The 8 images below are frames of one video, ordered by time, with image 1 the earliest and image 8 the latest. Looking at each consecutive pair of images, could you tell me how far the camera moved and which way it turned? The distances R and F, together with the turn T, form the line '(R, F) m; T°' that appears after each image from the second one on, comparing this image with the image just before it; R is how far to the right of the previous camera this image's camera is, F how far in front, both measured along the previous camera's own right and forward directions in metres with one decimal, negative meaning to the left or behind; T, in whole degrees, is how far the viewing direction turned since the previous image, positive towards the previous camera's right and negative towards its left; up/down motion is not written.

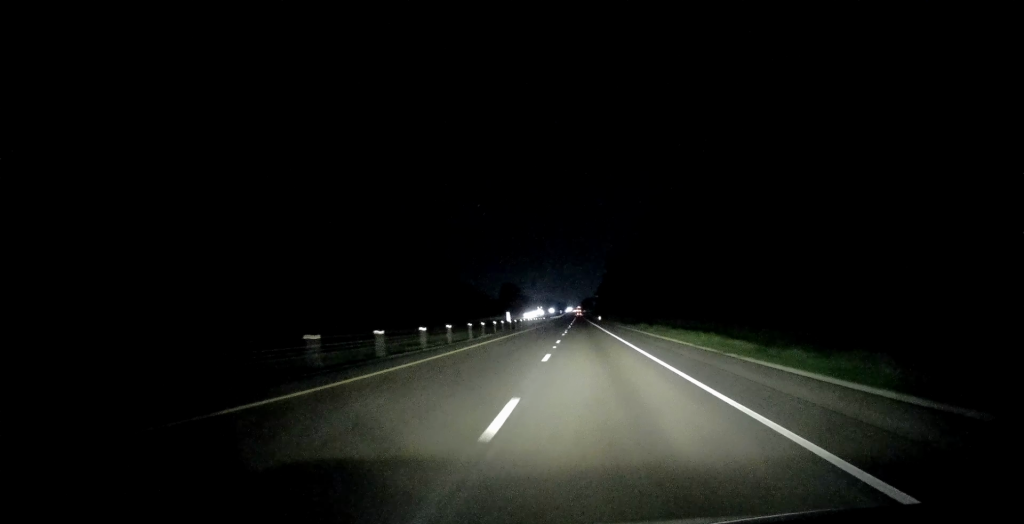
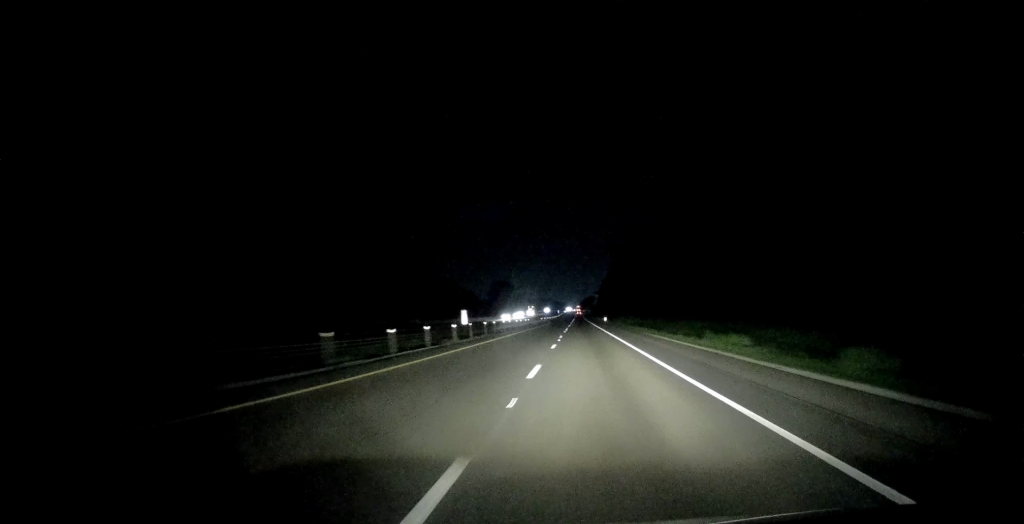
(-0.2, +34.0) m; 0°
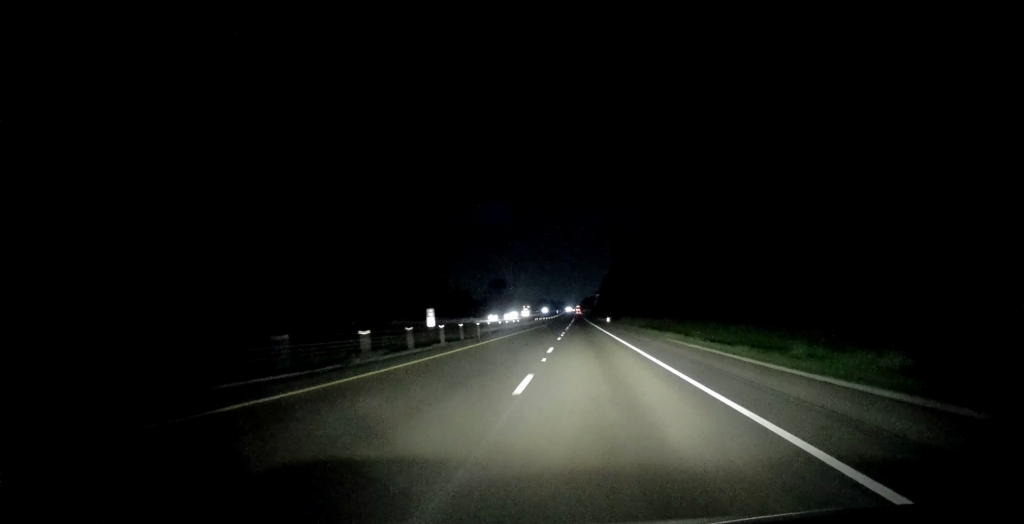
(0.0, +12.2) m; 0°
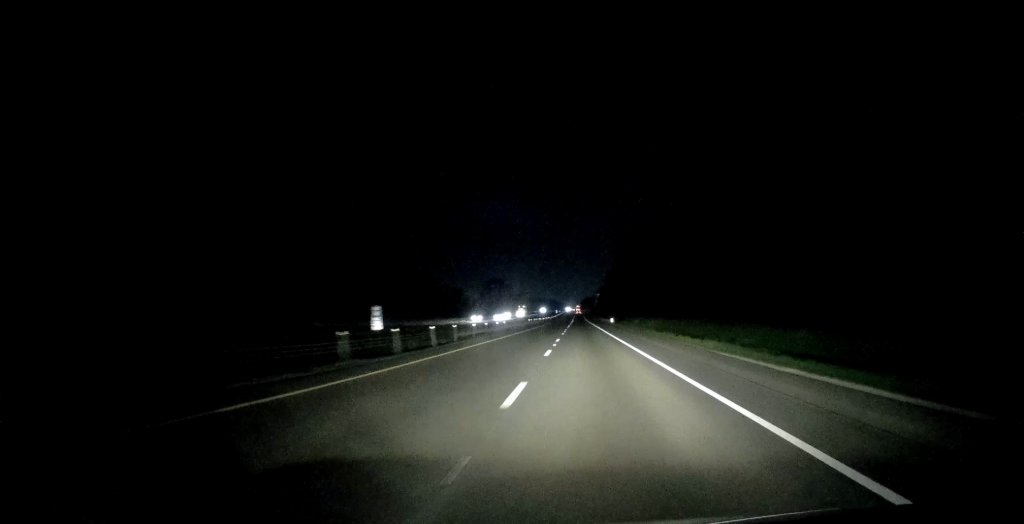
(0.0, +39.5) m; +1°
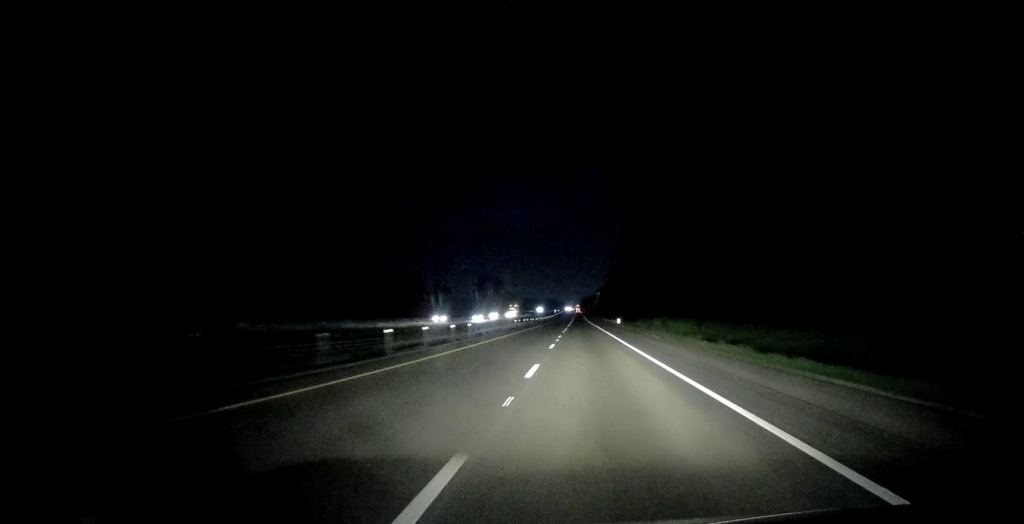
(+0.2, +17.8) m; 0°
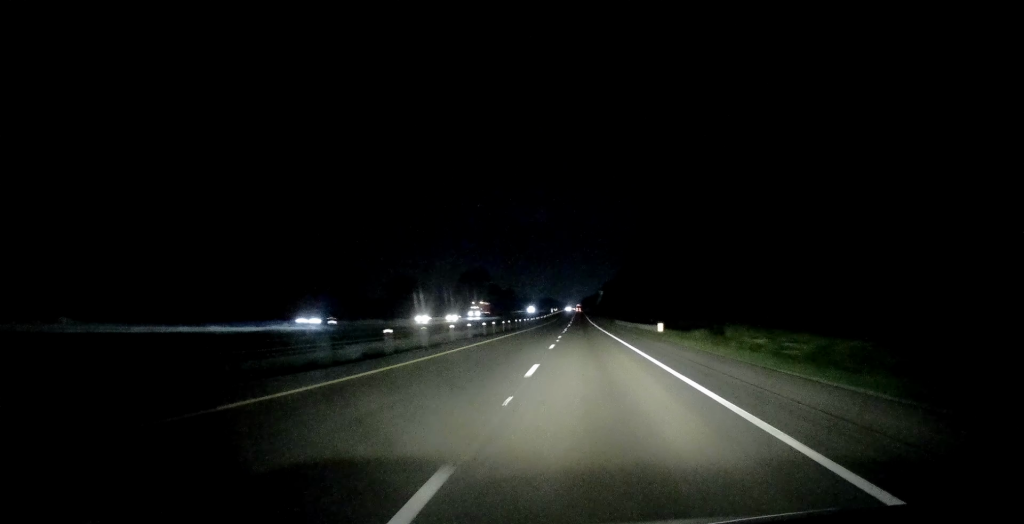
(-0.5, +45.8) m; -1°
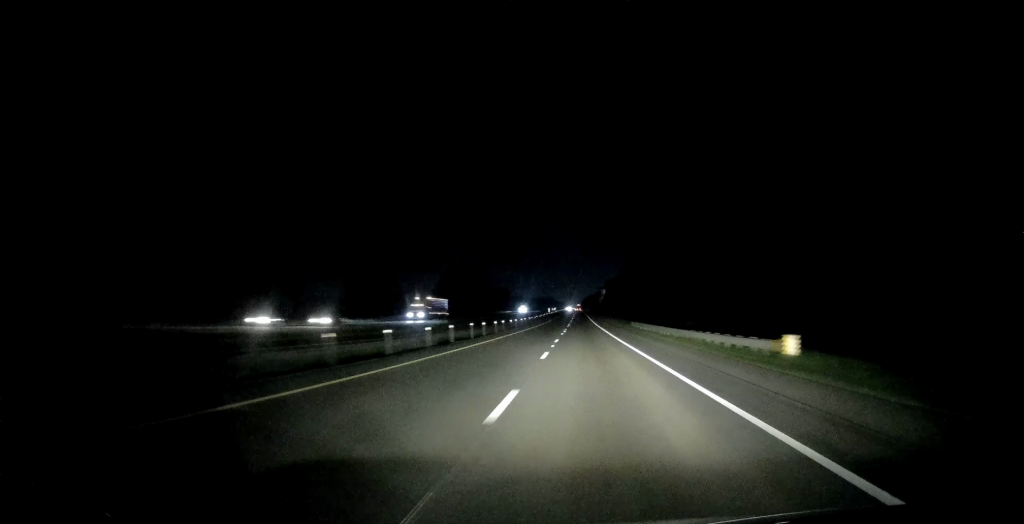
(+0.2, +29.3) m; +1°
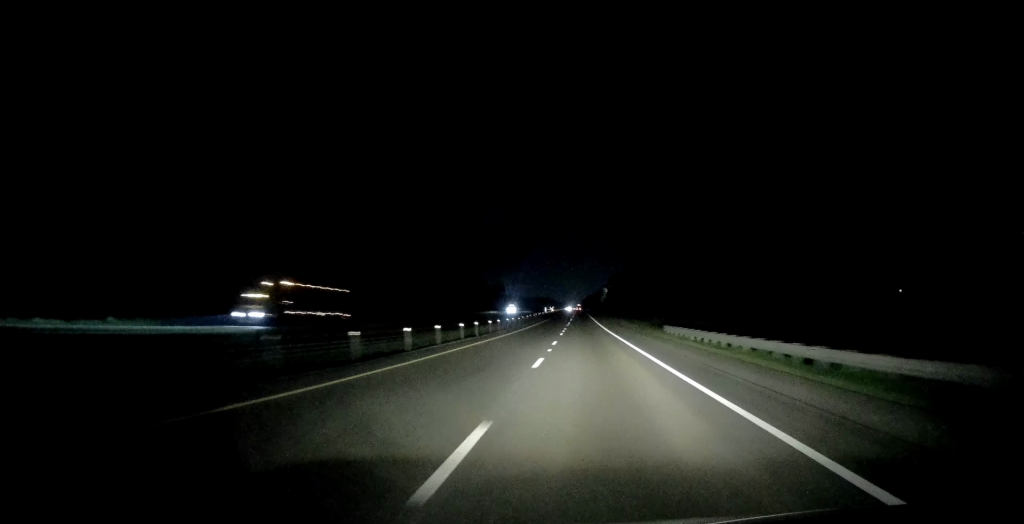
(+0.3, +27.5) m; 0°
